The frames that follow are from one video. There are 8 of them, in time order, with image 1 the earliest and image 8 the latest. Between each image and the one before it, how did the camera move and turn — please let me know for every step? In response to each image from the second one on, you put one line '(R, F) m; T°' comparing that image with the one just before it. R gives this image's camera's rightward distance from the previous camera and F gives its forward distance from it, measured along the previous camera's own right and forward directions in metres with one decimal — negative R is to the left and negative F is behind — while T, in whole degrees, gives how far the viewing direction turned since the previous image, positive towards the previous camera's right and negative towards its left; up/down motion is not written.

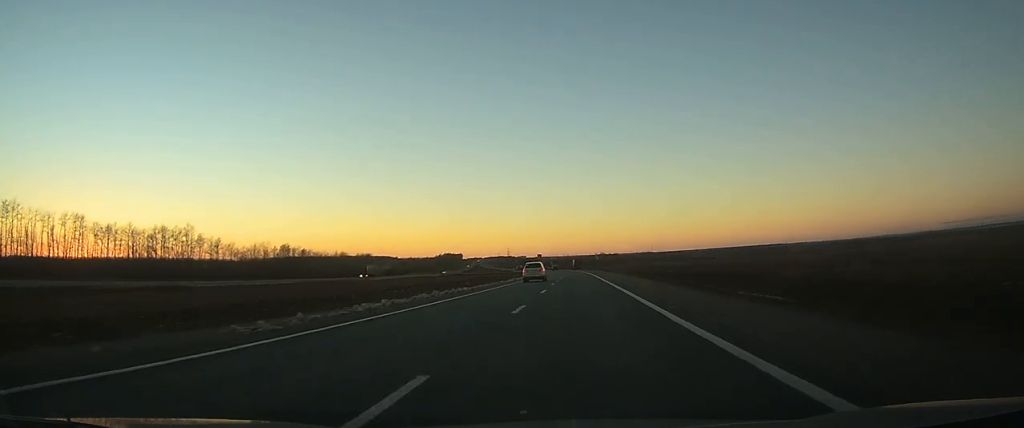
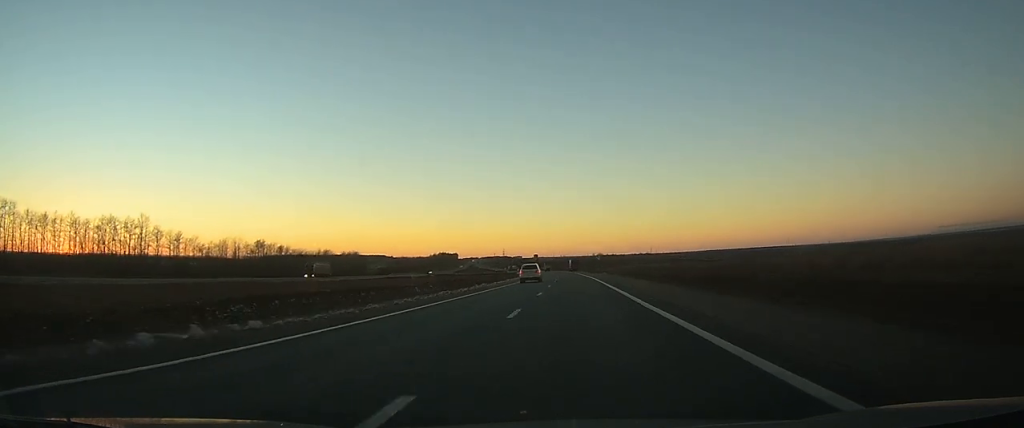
(+0.1, +25.9) m; 0°
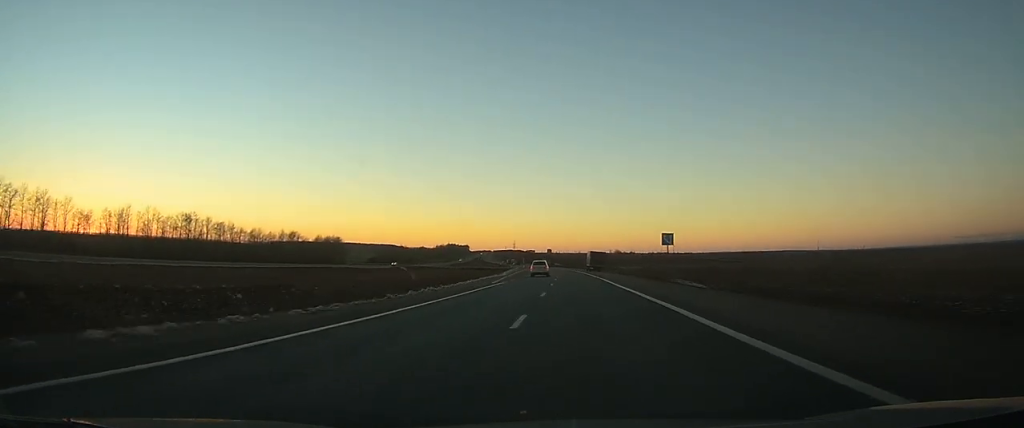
(-0.8, +76.3) m; -2°
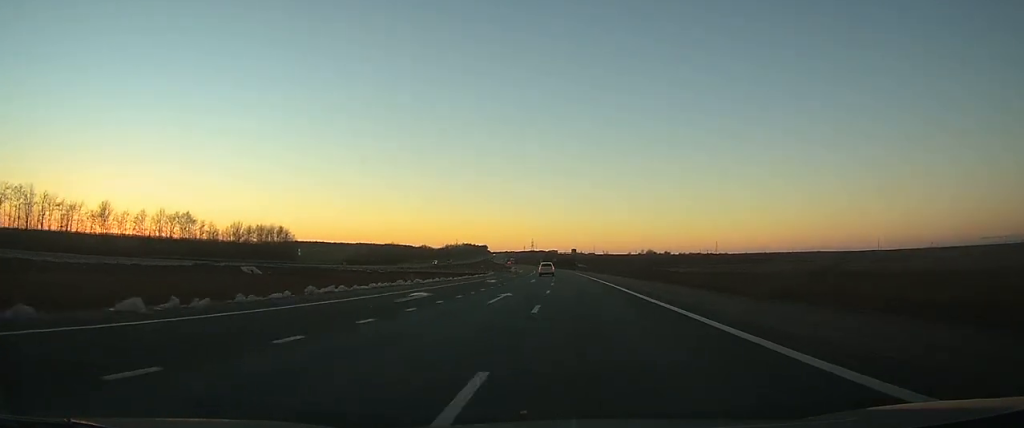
(-2.4, +122.9) m; -2°
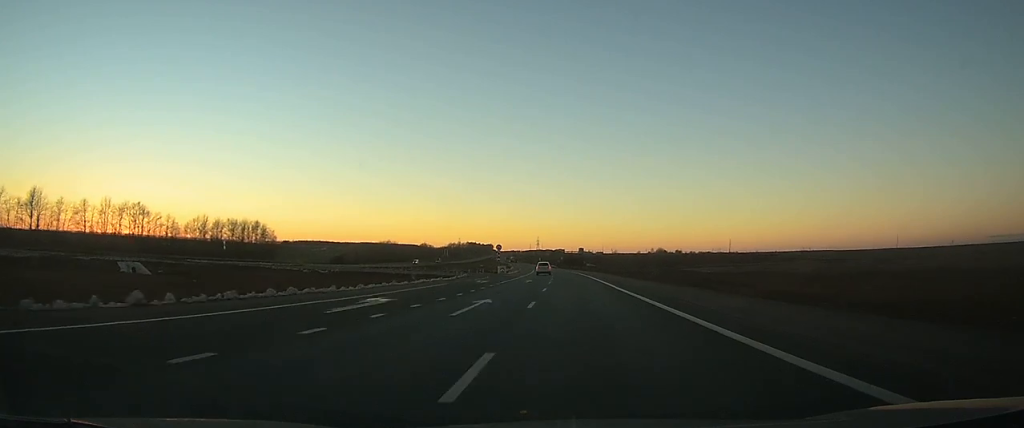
(-0.3, +35.7) m; -1°
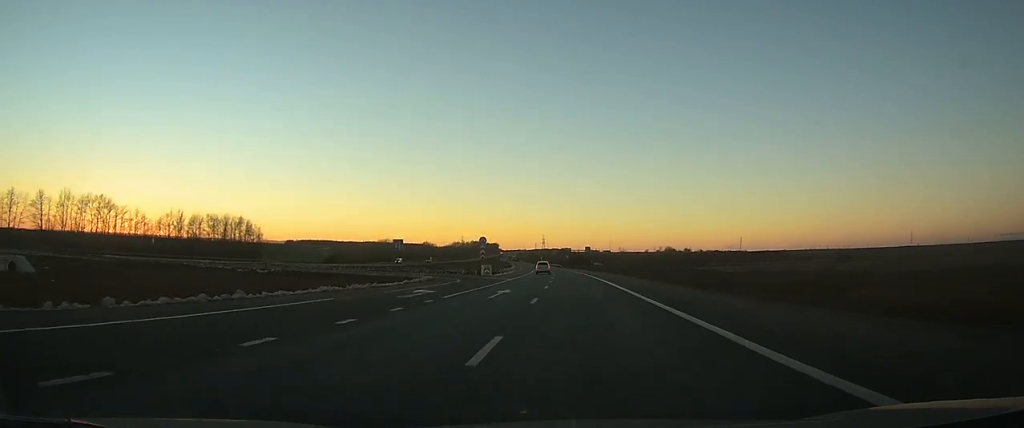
(+0.1, +22.8) m; 0°
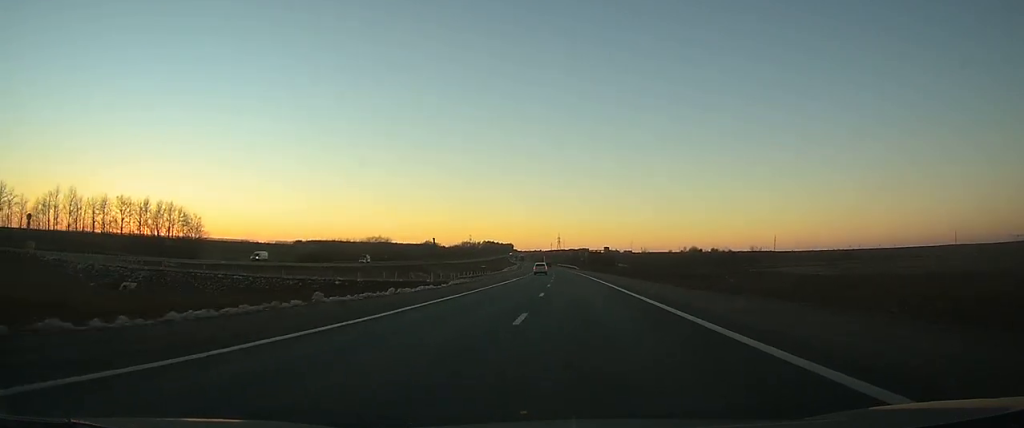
(-1.1, +68.6) m; -2°
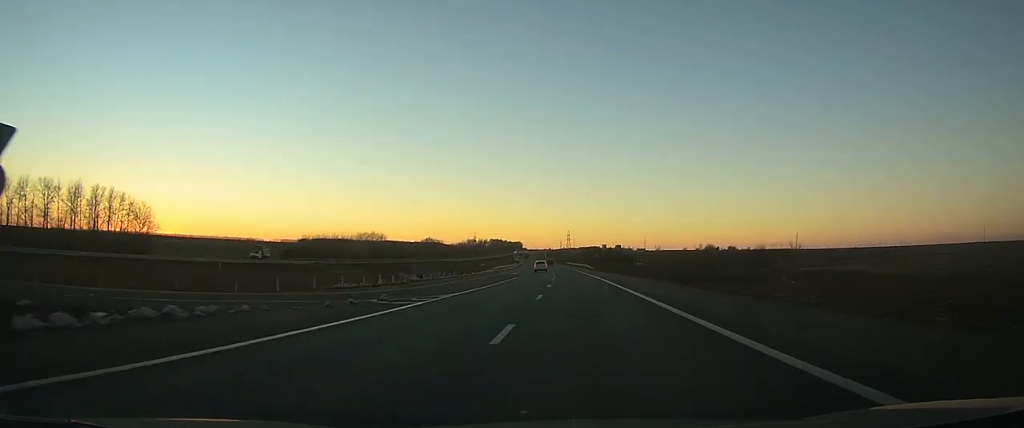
(-0.4, +39.1) m; -1°
